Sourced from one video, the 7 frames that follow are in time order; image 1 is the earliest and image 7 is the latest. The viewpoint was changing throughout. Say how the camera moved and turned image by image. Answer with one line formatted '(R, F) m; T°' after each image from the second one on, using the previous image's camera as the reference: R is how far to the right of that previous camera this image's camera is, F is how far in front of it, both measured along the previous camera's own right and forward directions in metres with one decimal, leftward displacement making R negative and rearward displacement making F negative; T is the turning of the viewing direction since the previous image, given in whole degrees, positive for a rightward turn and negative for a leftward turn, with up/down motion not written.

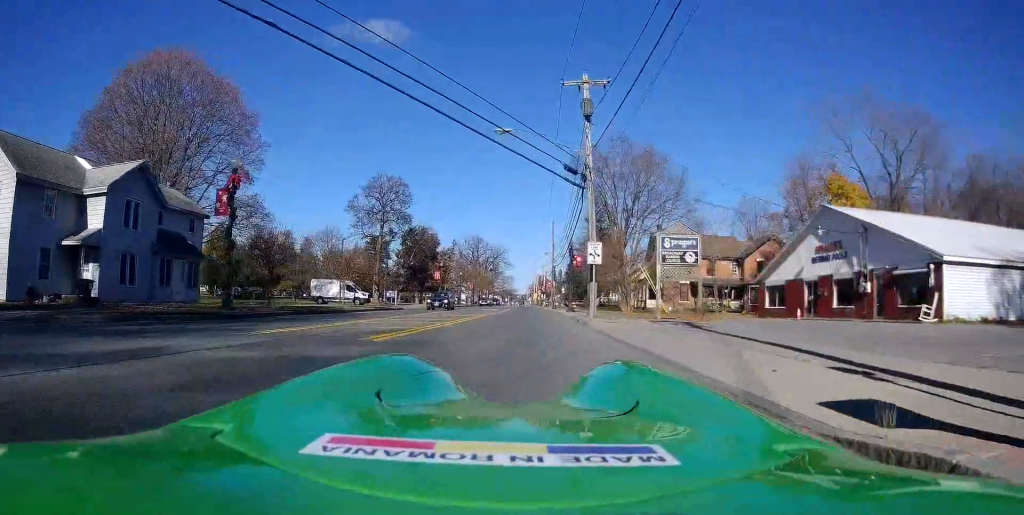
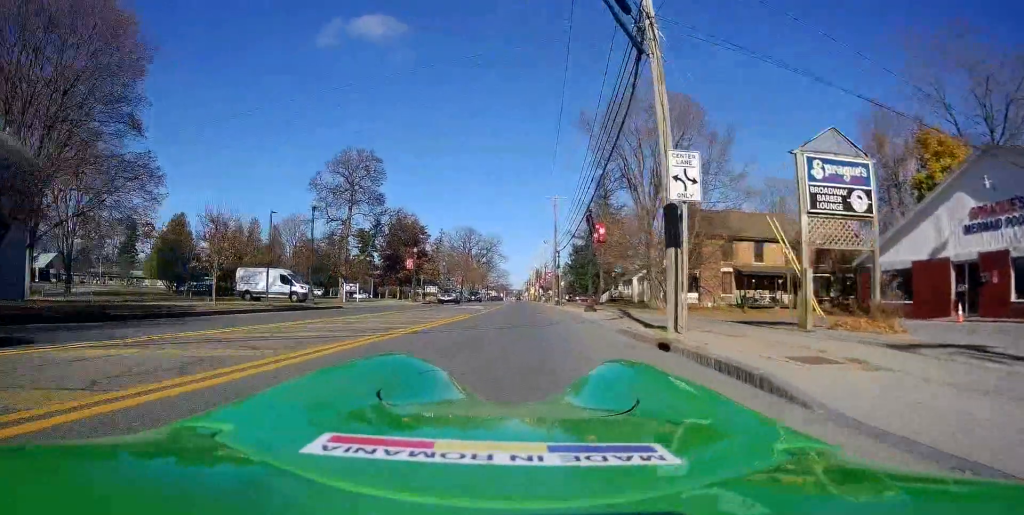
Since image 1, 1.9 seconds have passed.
(-0.5, +14.8) m; -1°
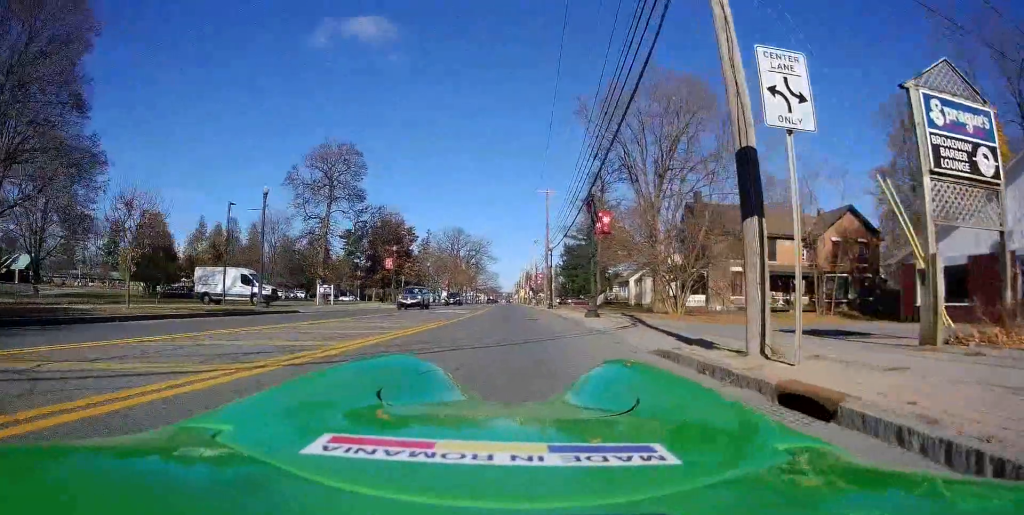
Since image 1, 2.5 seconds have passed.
(+0.1, +4.9) m; +2°
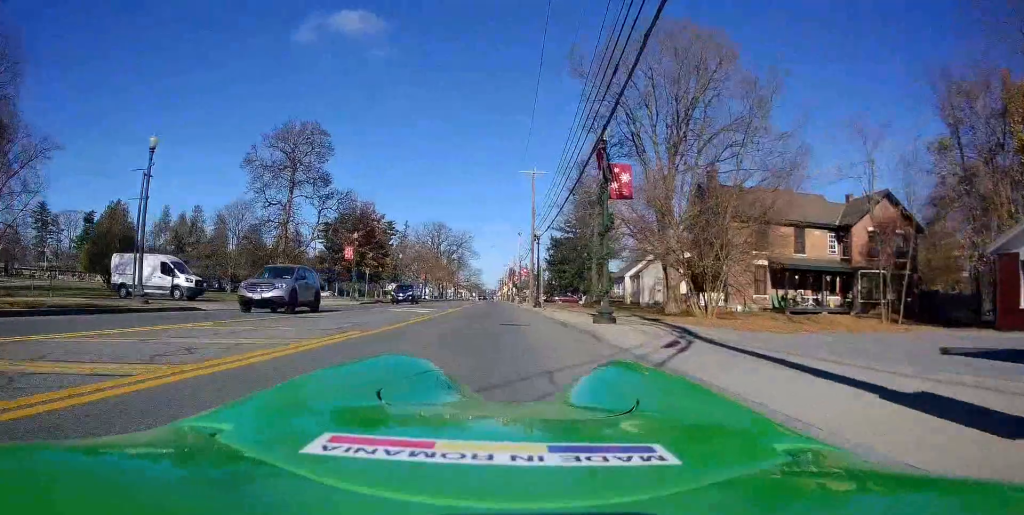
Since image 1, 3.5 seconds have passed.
(+0.4, +7.5) m; +1°
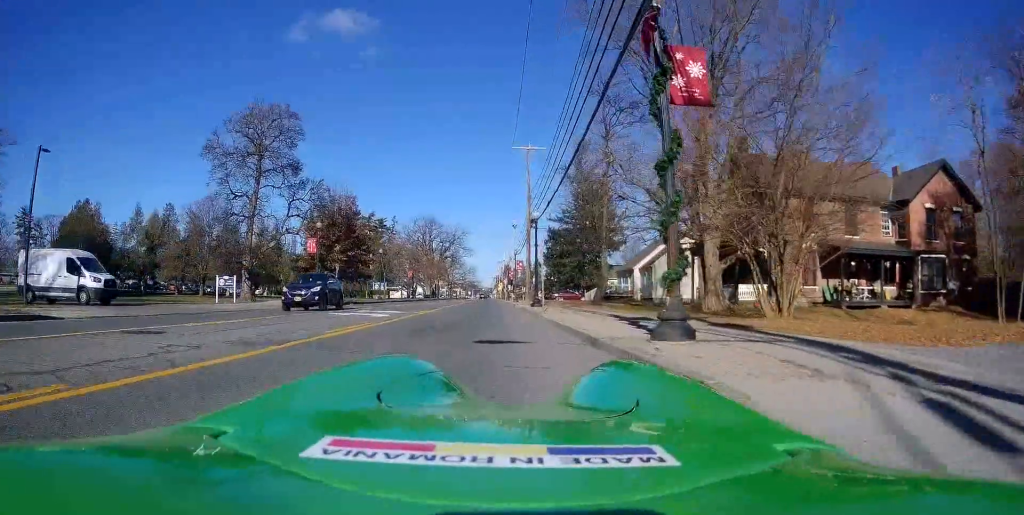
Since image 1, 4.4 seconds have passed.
(-0.3, +7.3) m; -2°
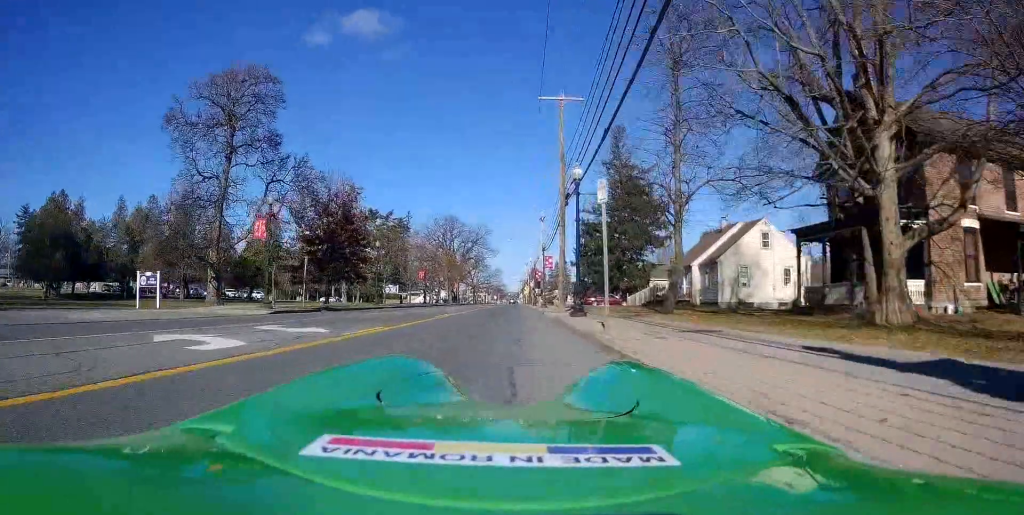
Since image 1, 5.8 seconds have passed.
(0.0, +11.5) m; -2°
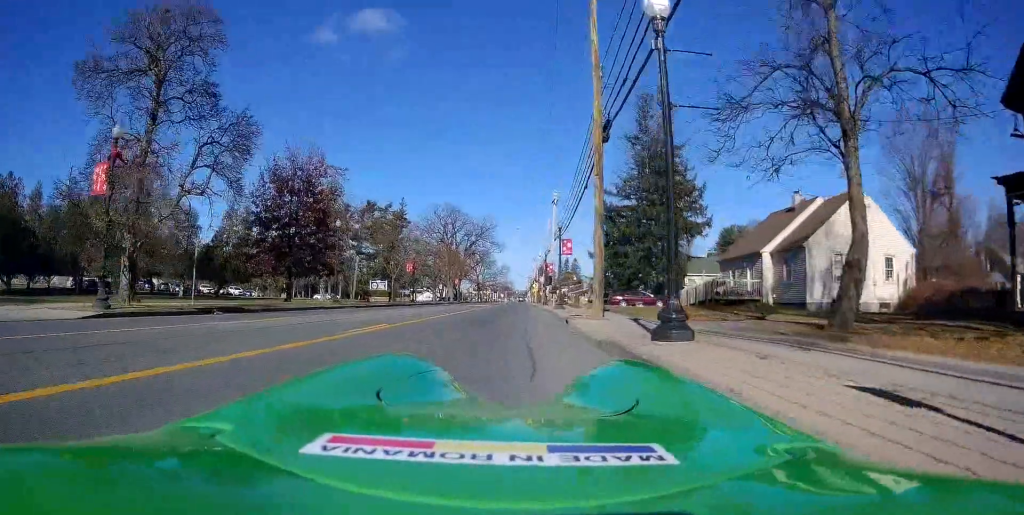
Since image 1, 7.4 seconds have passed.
(-0.3, +12.3) m; 0°
